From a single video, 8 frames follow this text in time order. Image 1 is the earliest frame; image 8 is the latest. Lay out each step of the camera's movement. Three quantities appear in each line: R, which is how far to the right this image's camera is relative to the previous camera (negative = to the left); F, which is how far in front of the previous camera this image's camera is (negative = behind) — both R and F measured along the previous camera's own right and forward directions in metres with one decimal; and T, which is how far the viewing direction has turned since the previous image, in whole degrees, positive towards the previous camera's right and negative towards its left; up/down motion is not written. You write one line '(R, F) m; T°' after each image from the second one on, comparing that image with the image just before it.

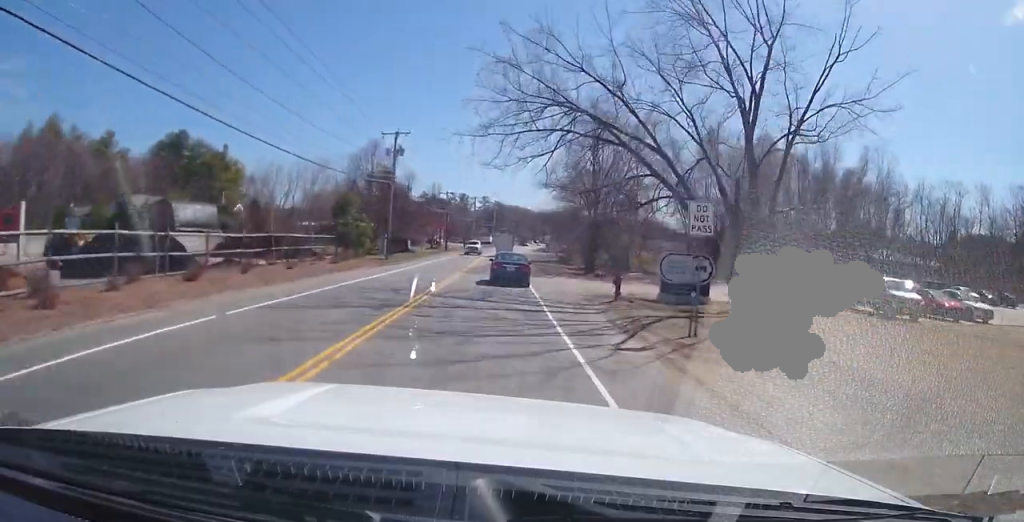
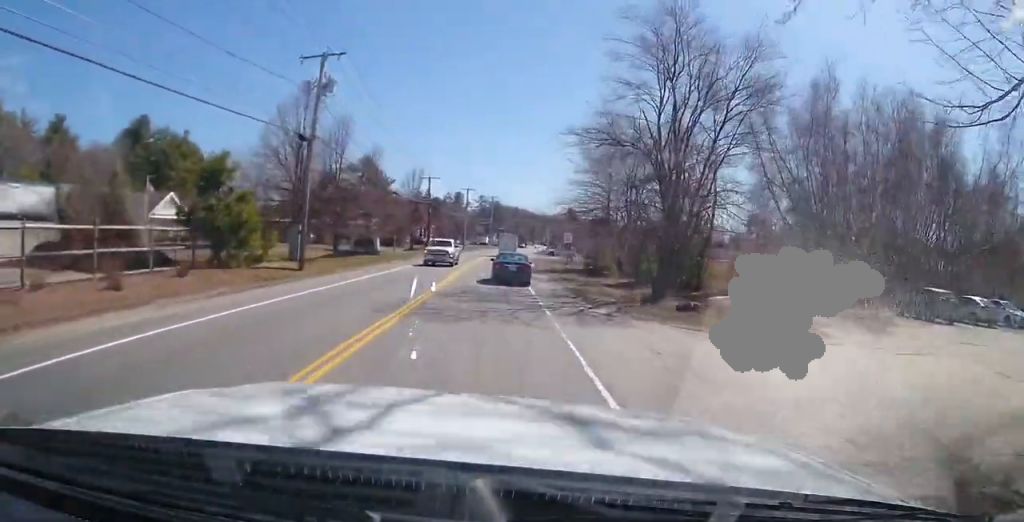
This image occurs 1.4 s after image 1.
(0.0, +19.6) m; +1°
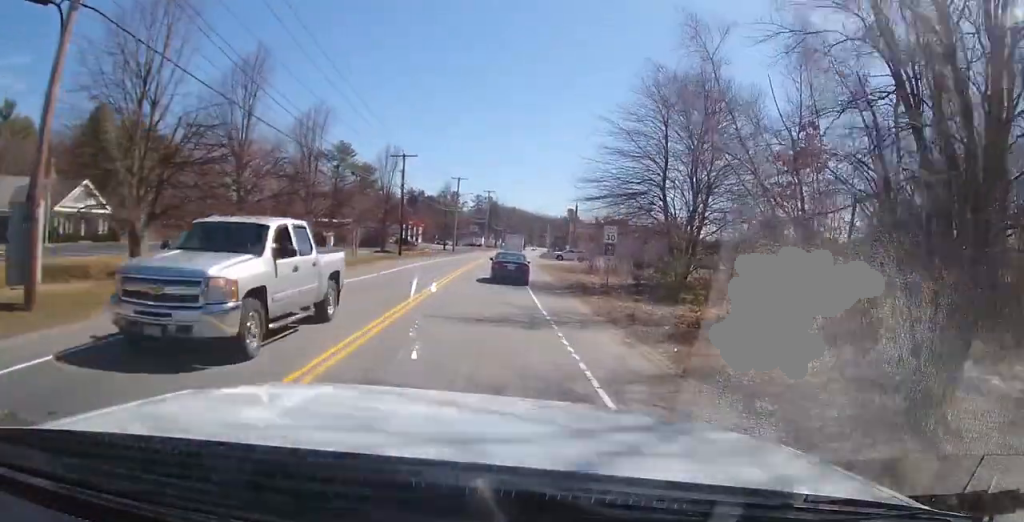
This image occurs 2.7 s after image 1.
(+0.1, +16.7) m; -1°
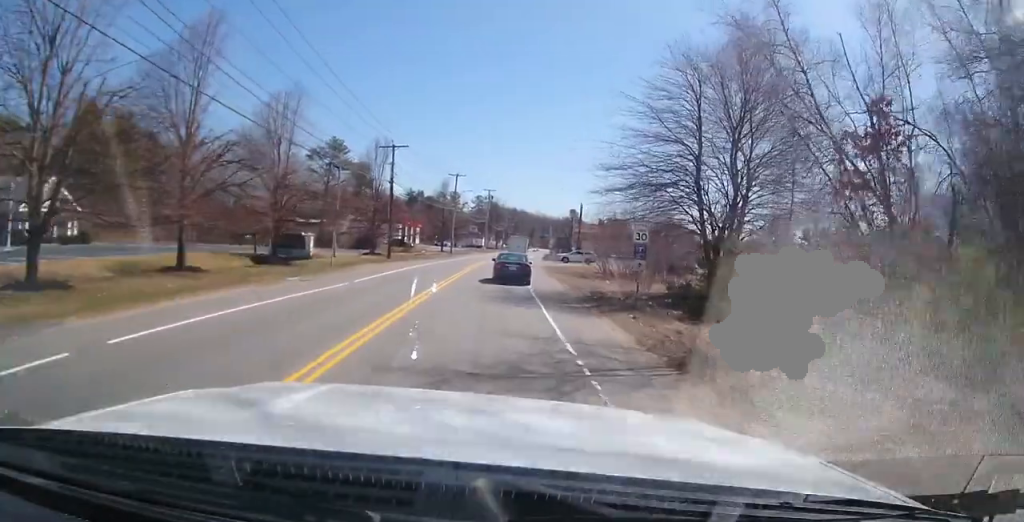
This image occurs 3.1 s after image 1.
(-0.1, +5.3) m; -1°
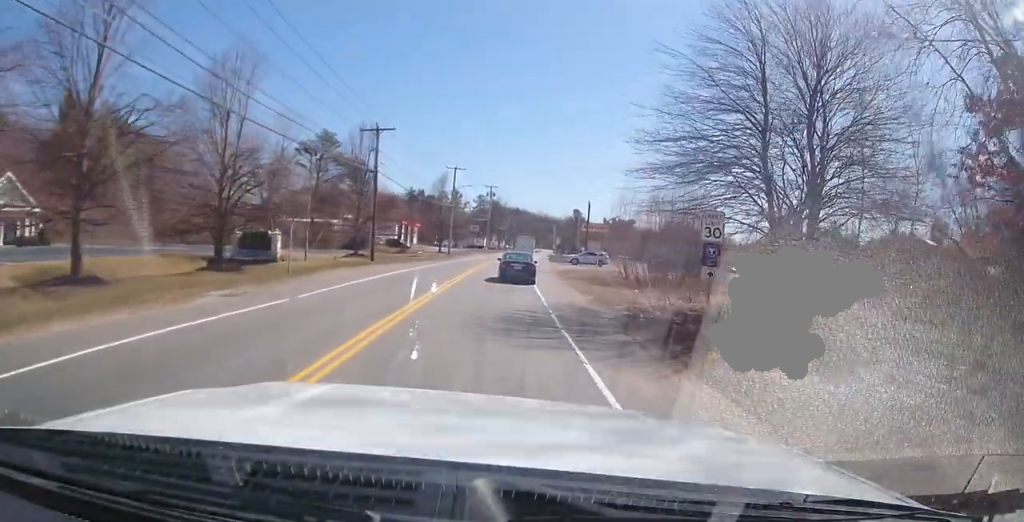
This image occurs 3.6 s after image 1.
(-0.1, +6.6) m; -1°
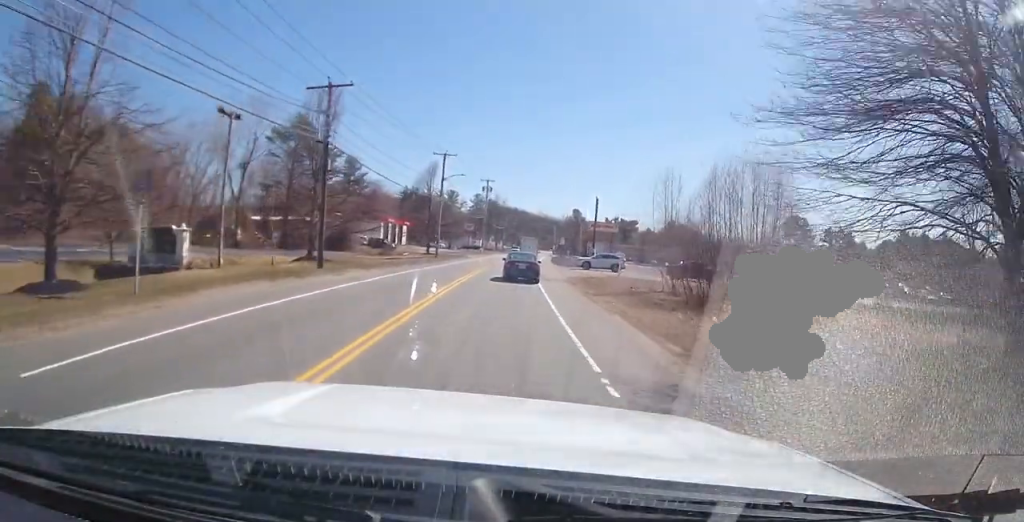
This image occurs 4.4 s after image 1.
(-0.1, +10.4) m; -1°
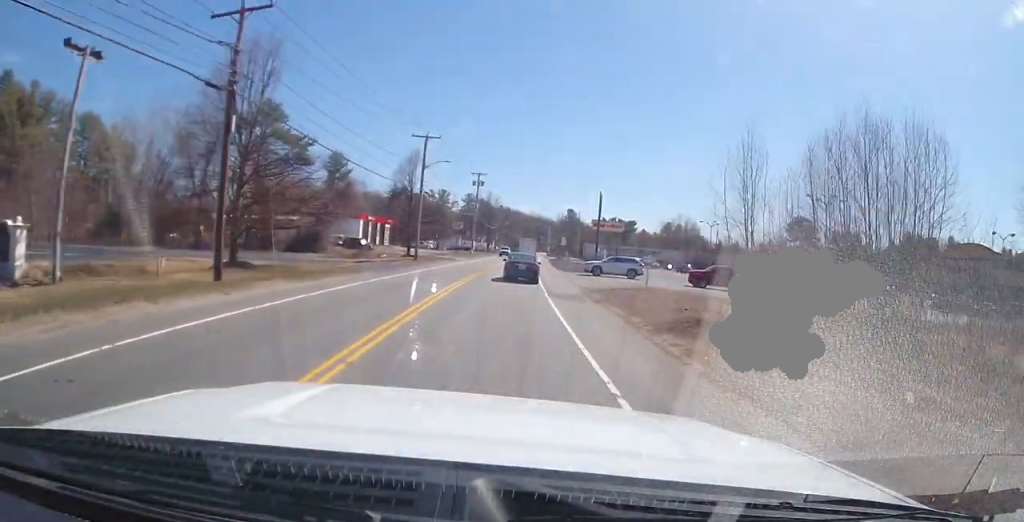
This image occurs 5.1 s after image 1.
(-0.1, +9.5) m; 0°
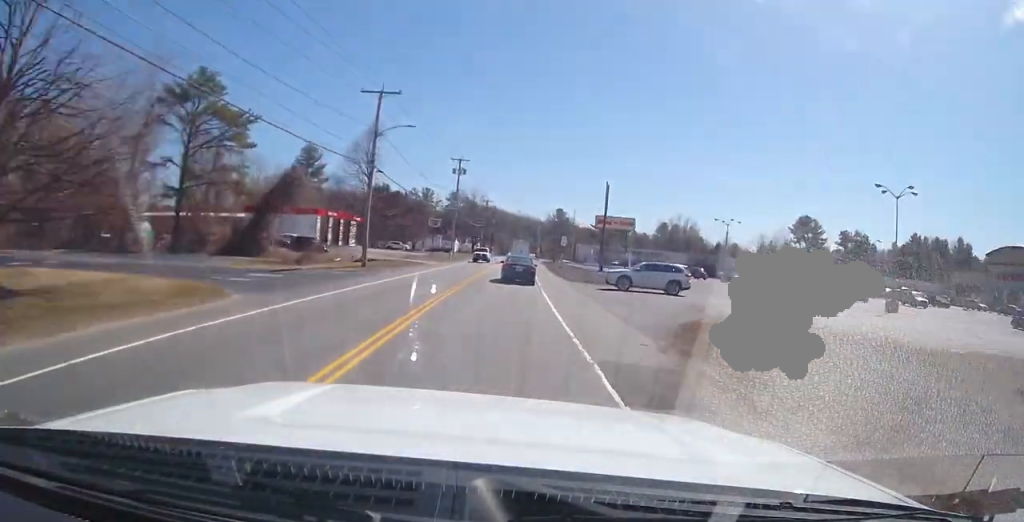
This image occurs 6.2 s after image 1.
(+0.1, +14.2) m; +2°
